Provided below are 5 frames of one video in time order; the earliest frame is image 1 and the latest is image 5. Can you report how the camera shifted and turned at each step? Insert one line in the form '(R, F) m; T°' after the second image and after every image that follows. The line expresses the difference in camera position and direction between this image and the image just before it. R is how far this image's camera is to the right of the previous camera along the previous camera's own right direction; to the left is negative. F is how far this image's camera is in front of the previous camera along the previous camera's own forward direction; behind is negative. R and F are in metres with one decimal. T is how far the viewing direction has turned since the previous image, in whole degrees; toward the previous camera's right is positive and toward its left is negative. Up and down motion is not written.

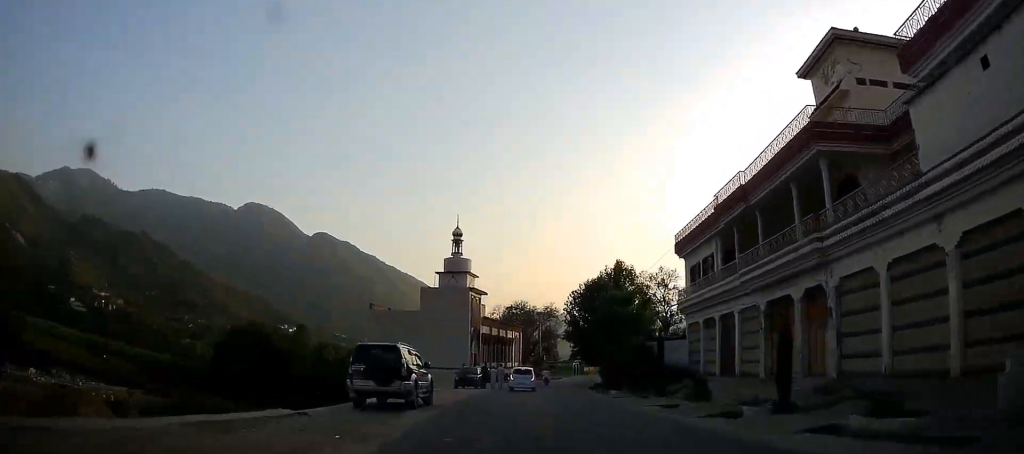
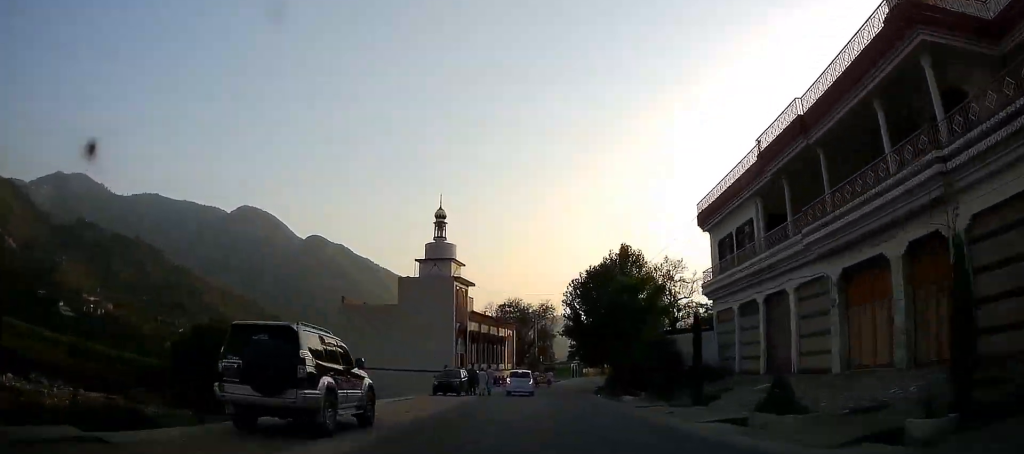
(0.0, +7.2) m; 0°
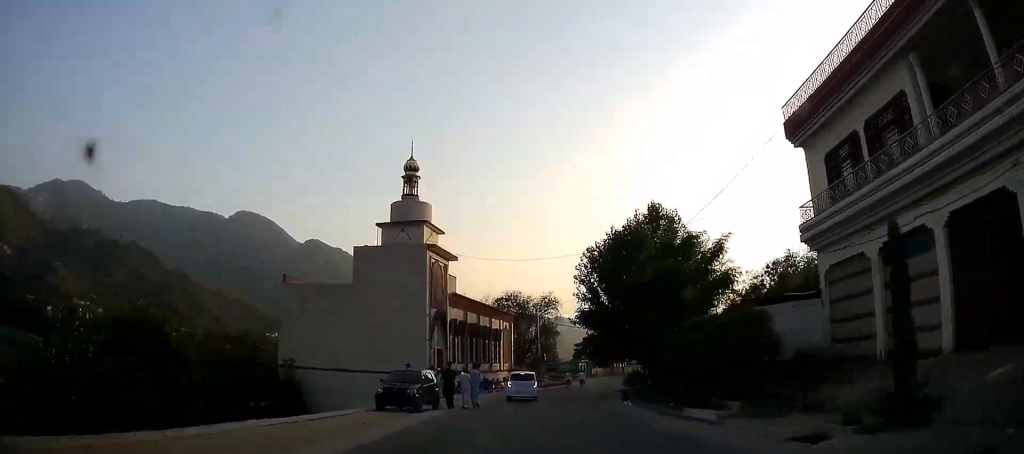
(-0.4, +12.2) m; +1°
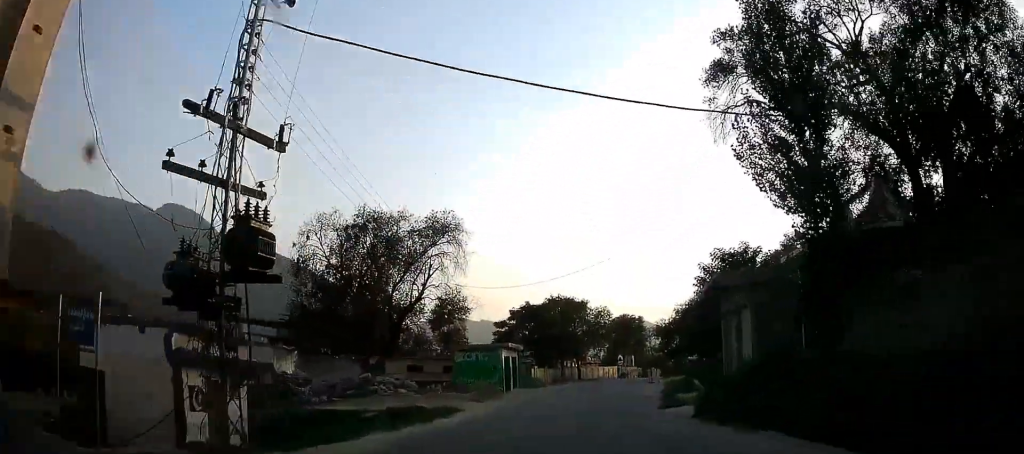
(+3.7, +46.6) m; +8°
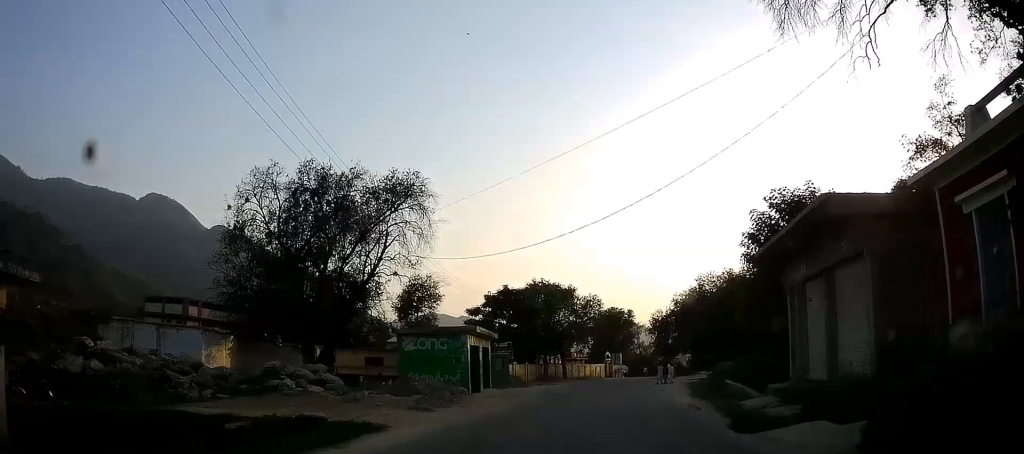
(+0.2, +8.2) m; +1°
